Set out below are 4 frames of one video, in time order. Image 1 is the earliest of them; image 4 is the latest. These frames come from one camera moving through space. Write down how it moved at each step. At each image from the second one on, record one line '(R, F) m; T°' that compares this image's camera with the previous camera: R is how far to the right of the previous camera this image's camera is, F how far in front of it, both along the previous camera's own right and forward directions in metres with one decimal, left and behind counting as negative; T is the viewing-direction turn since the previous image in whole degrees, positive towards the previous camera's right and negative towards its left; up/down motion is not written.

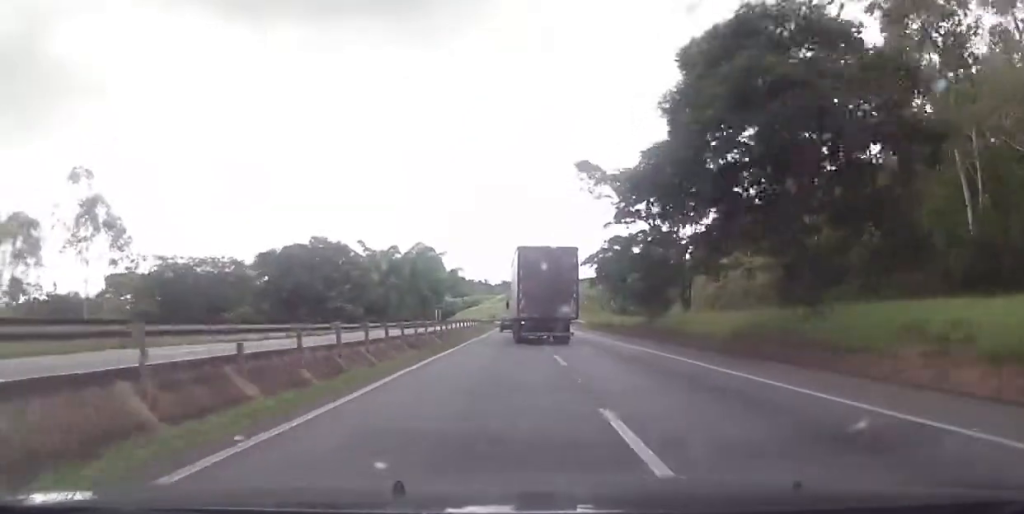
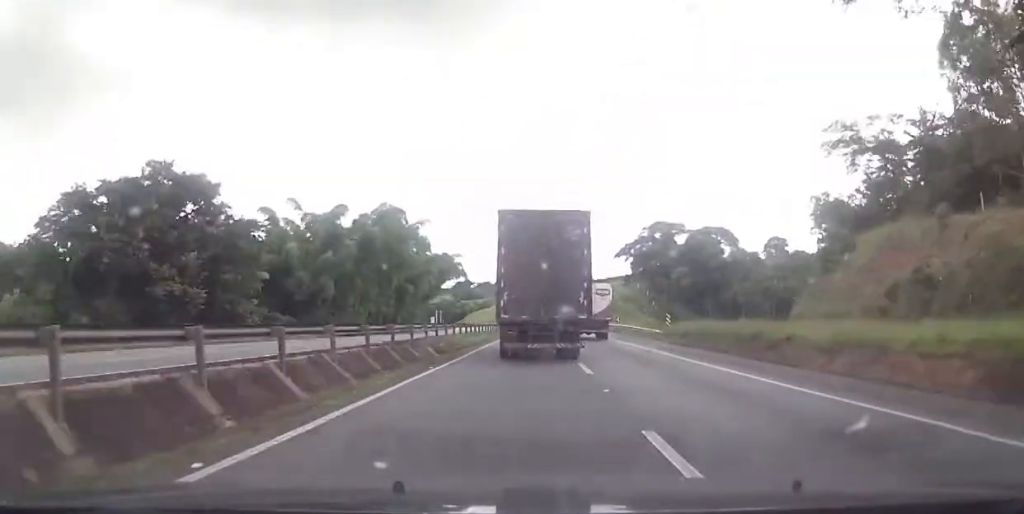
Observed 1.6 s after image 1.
(+1.1, +47.7) m; +1°
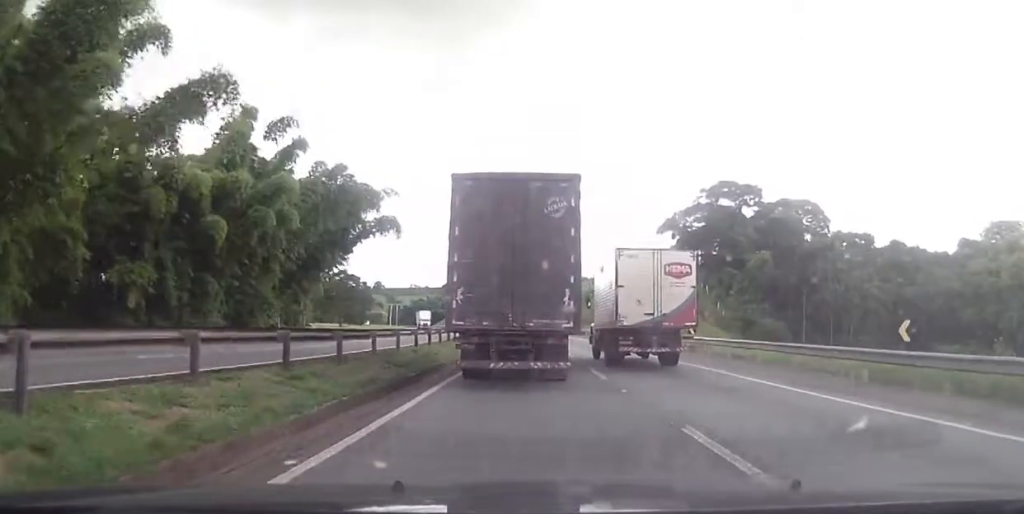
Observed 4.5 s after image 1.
(-0.8, +65.5) m; -1°
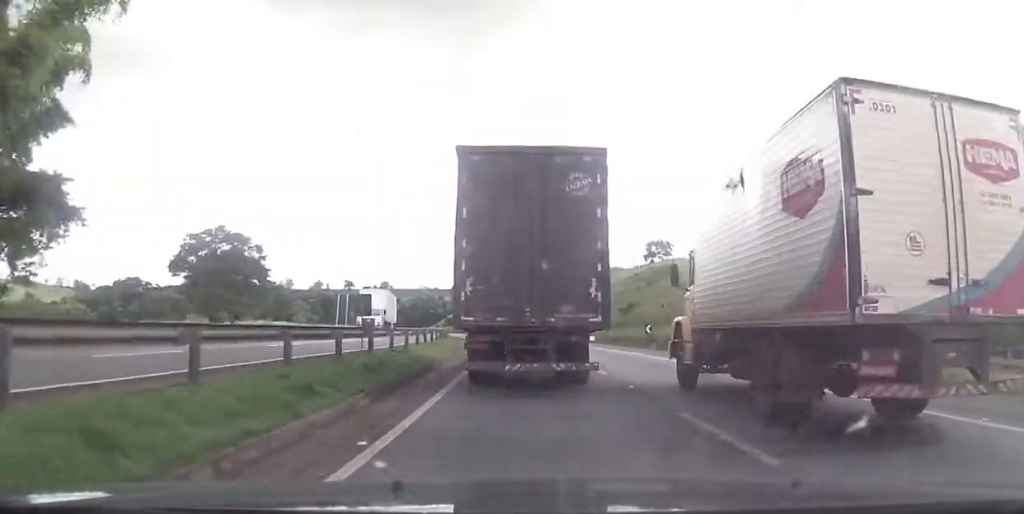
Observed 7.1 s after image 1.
(-0.2, +49.3) m; -1°
